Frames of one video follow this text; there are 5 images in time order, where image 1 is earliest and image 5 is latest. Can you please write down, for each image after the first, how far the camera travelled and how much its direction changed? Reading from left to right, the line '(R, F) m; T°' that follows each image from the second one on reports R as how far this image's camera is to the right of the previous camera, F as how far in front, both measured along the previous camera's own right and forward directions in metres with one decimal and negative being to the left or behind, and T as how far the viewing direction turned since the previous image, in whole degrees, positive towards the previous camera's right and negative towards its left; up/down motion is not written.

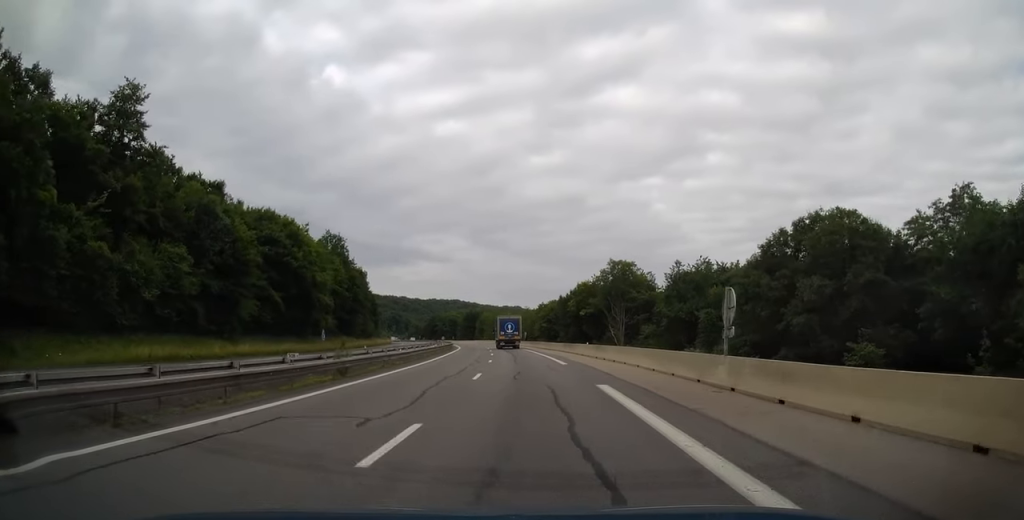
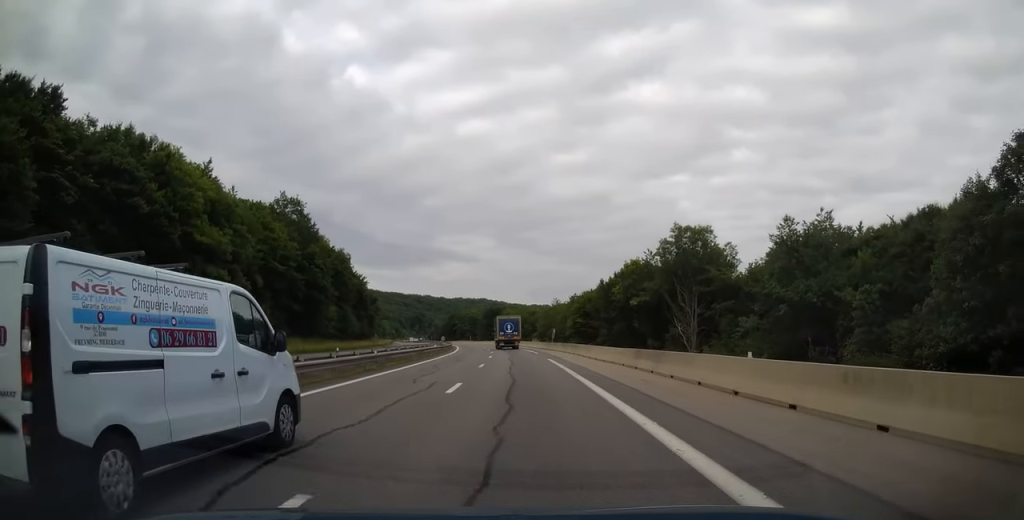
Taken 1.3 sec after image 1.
(-0.4, +30.5) m; -2°
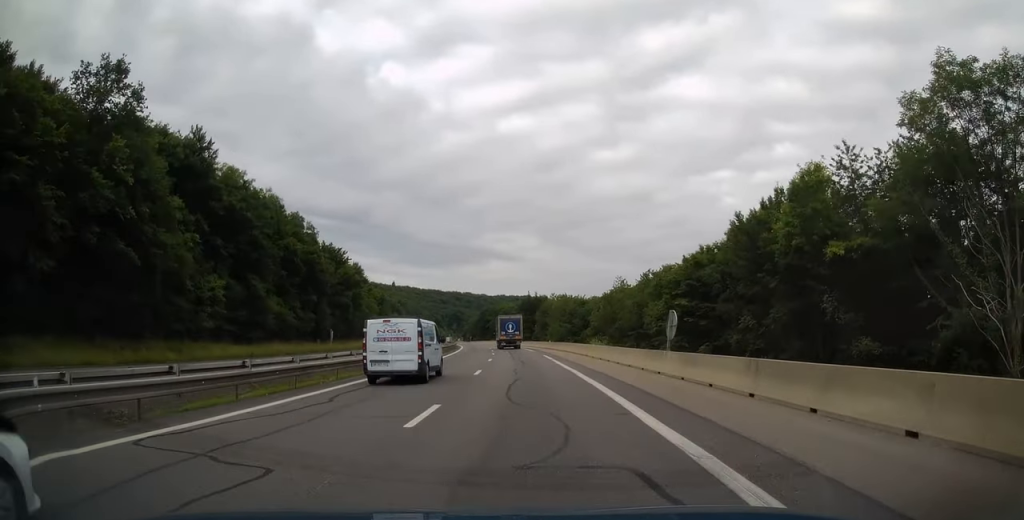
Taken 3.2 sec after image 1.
(-2.1, +45.1) m; -5°
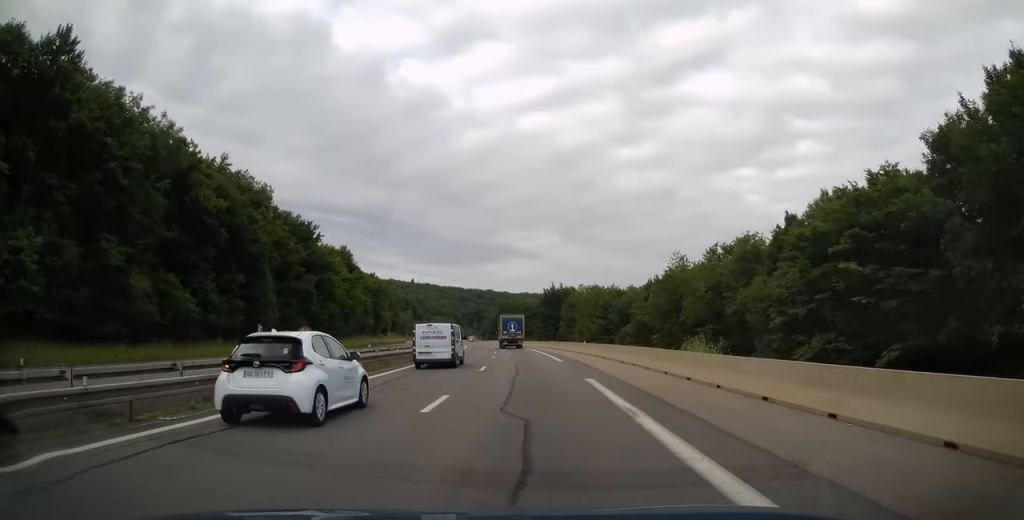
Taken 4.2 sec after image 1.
(-0.4, +24.4) m; -2°
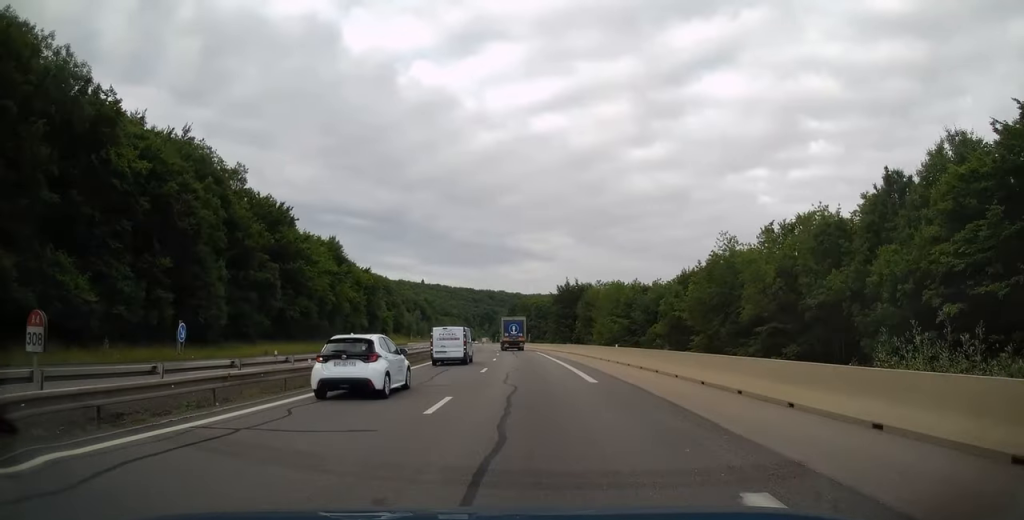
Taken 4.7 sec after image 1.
(-0.2, +13.2) m; -1°
